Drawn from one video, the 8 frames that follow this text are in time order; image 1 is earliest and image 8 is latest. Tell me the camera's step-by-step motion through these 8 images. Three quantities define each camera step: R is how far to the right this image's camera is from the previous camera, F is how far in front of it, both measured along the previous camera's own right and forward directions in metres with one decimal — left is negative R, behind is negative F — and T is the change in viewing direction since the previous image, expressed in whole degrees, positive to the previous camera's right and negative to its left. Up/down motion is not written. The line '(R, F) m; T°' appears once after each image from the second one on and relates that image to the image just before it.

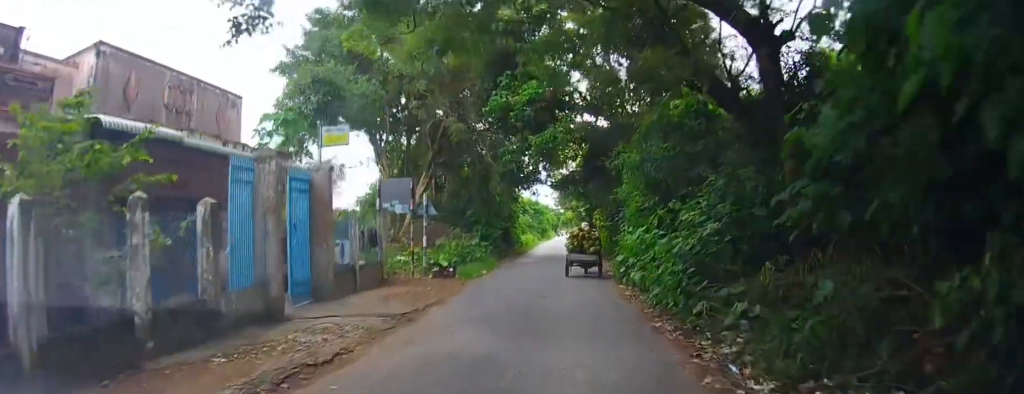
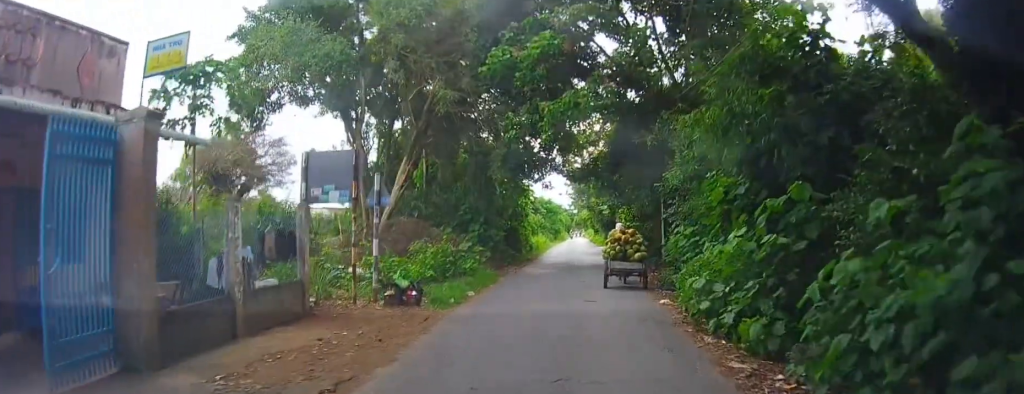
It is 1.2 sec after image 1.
(0.0, +7.3) m; 0°
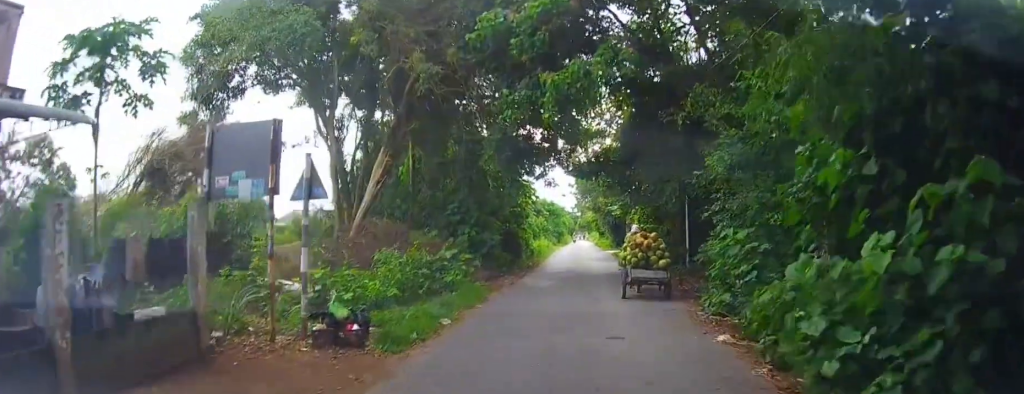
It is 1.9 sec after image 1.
(0.0, +4.1) m; 0°
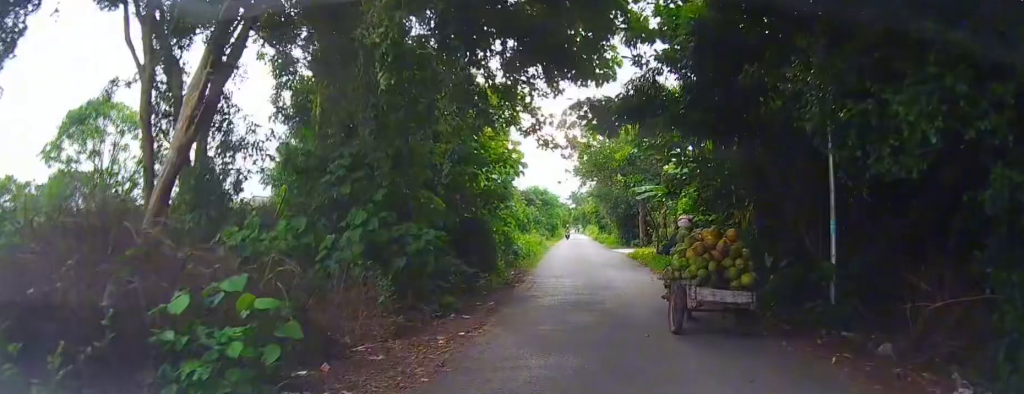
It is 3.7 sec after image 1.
(0.0, +11.1) m; 0°
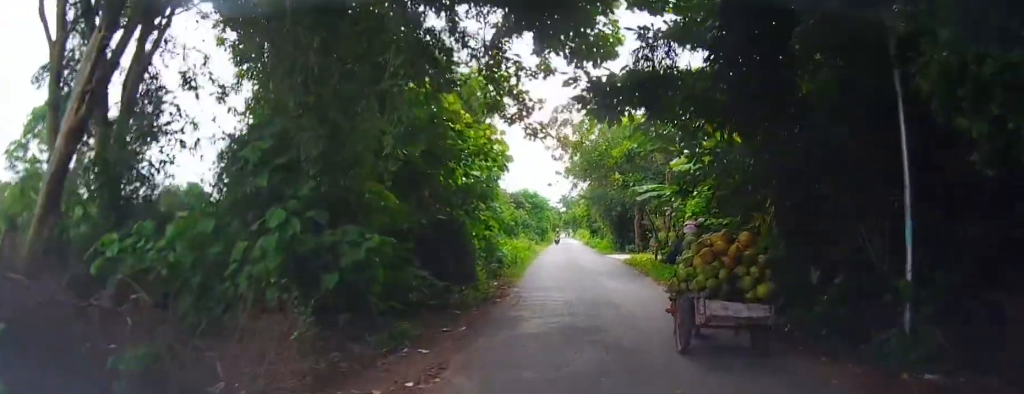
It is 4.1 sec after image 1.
(0.0, +2.5) m; 0°
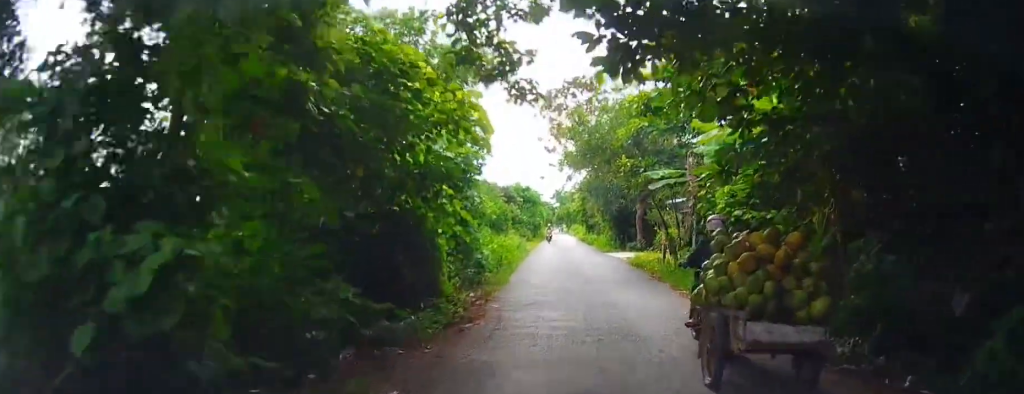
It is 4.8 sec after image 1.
(0.0, +4.0) m; 0°
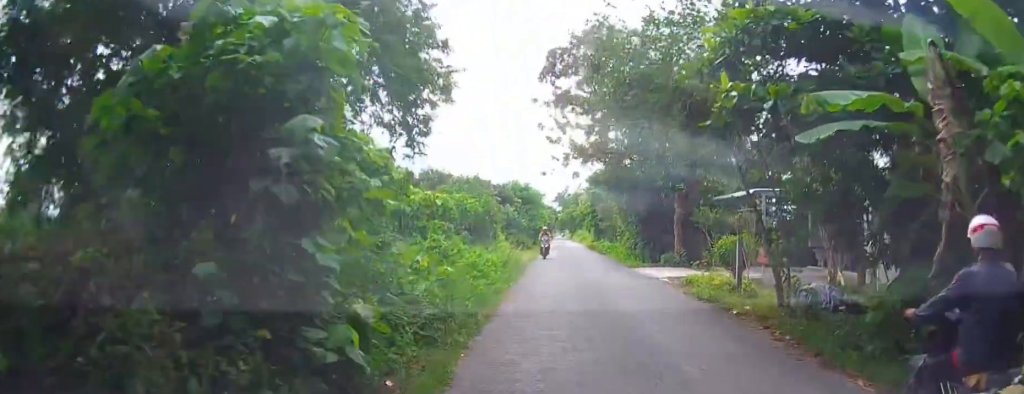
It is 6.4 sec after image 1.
(0.0, +10.1) m; +1°
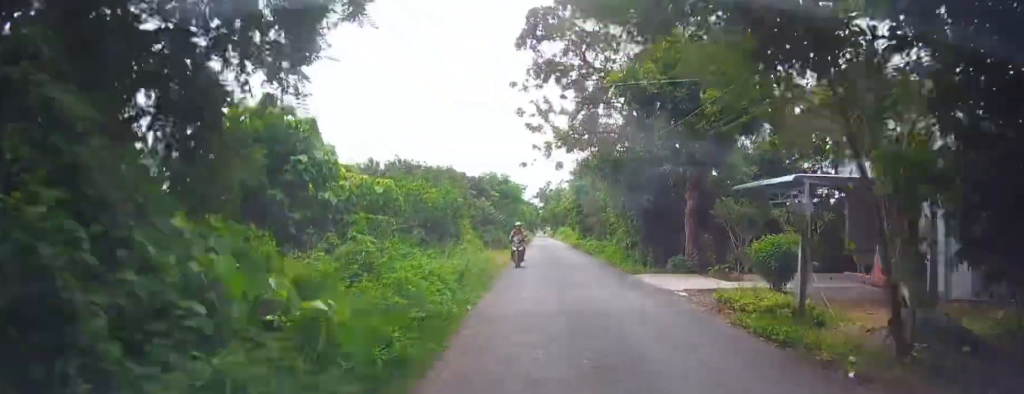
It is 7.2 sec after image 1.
(0.0, +5.0) m; +2°
